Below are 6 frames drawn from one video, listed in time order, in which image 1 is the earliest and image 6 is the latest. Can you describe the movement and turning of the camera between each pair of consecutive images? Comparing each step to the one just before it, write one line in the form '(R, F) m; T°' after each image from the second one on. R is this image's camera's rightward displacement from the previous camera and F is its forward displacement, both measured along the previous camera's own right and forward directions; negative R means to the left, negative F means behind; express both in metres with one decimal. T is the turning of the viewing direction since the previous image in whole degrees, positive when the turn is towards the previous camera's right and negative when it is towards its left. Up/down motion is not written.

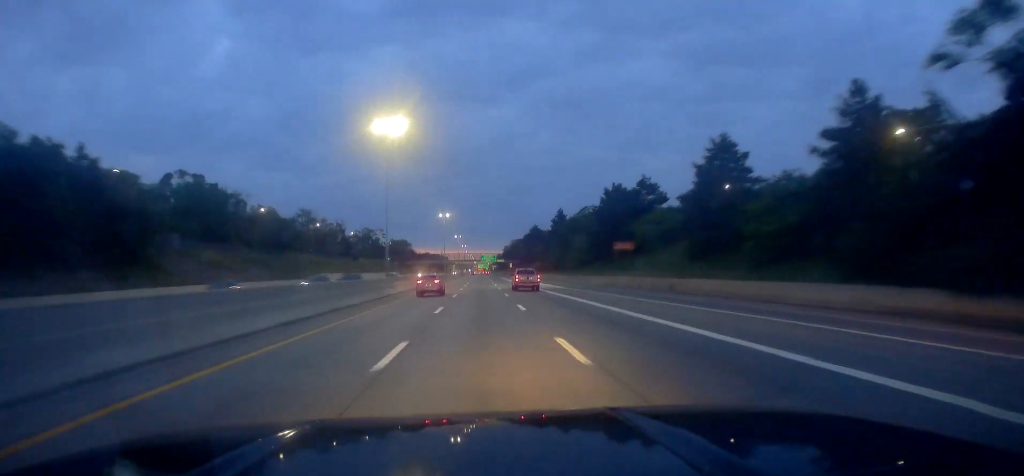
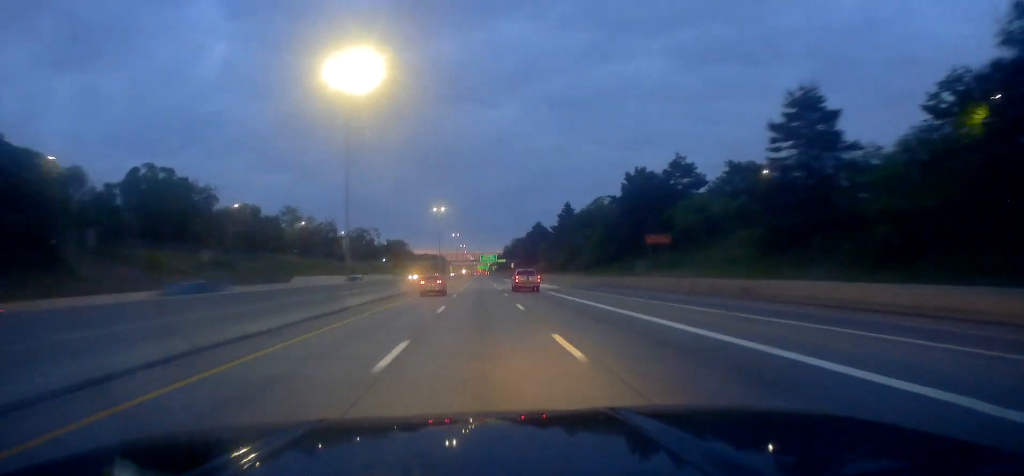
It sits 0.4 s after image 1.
(-0.1, +11.5) m; 0°
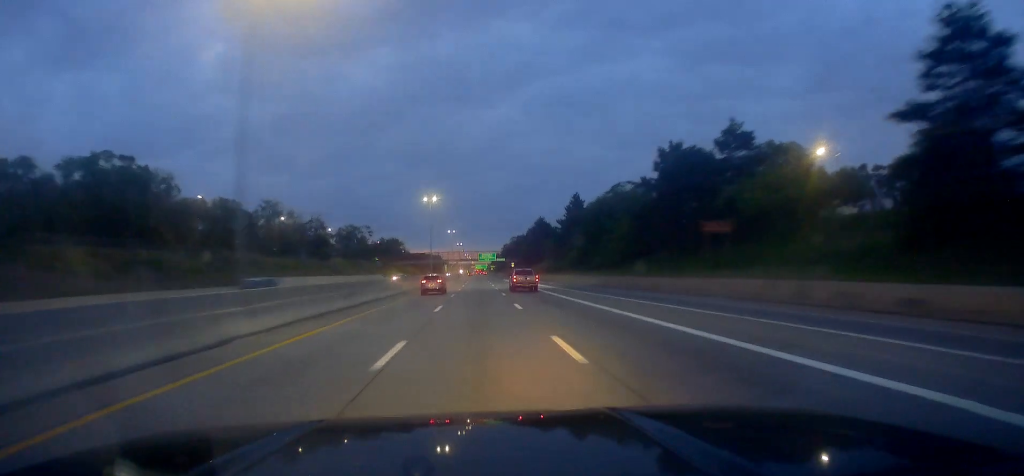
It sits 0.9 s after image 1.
(0.0, +12.4) m; 0°
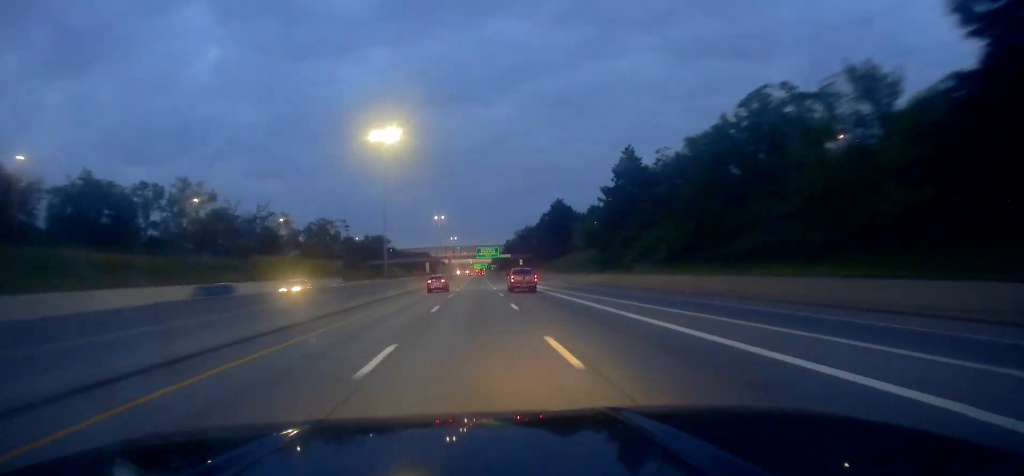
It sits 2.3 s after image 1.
(+0.5, +38.8) m; +1°
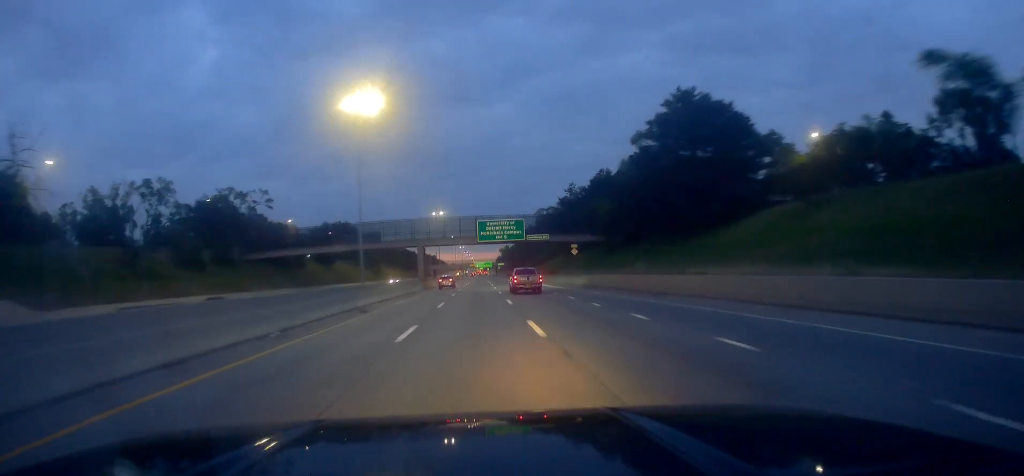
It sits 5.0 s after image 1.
(+0.2, +83.0) m; 0°
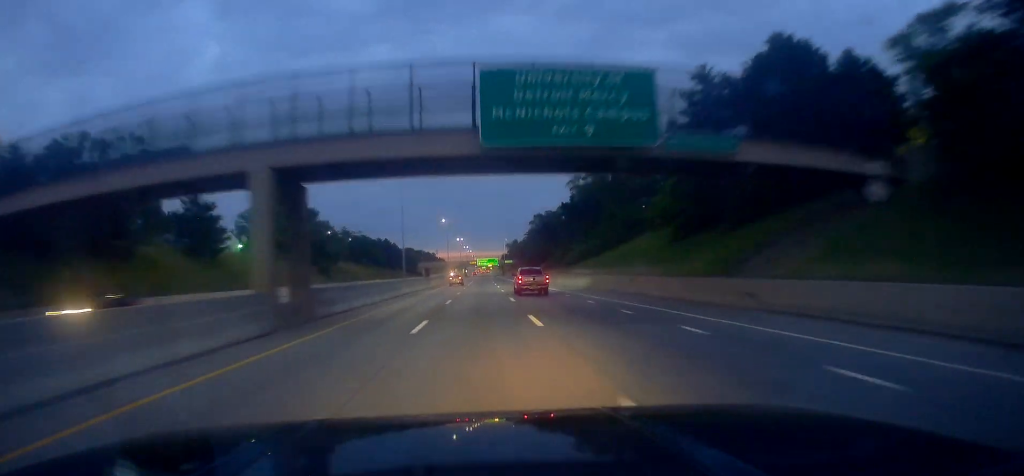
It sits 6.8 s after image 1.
(0.0, +56.1) m; 0°
